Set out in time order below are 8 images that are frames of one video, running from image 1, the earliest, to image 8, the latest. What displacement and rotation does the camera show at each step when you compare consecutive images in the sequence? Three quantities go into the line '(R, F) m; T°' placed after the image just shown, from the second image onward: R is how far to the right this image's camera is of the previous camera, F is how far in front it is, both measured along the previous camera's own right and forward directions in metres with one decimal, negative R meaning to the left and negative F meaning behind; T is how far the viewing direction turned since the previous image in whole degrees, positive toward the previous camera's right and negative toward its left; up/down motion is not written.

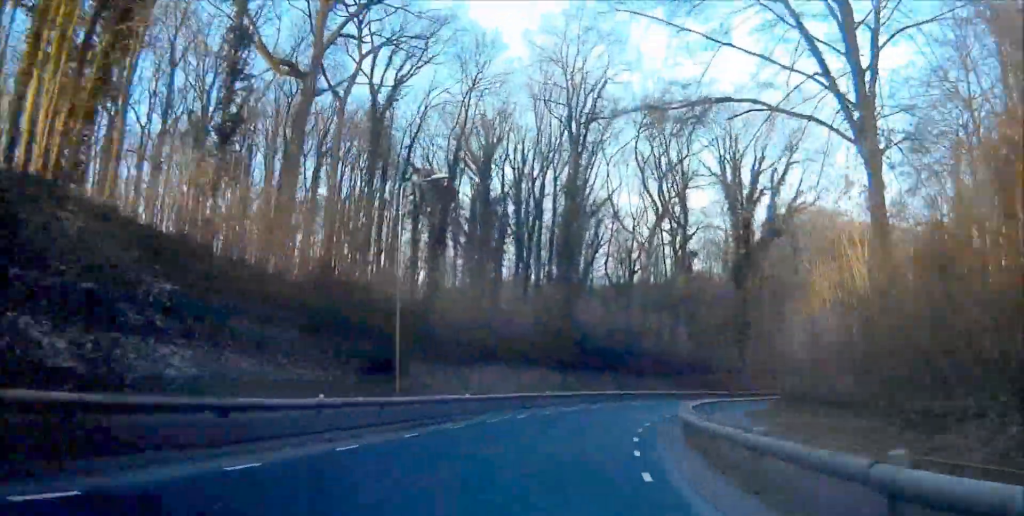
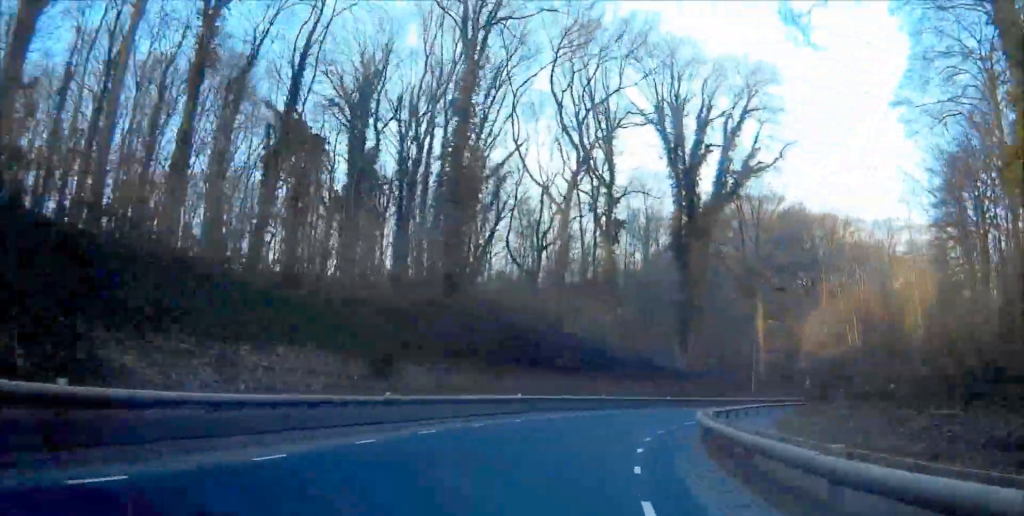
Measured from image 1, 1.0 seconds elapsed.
(+2.3, +17.4) m; +5°
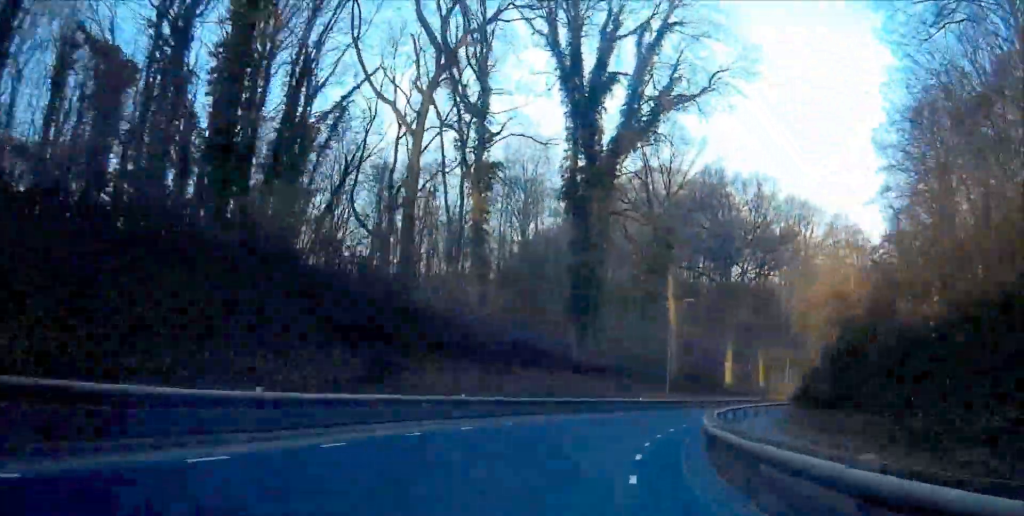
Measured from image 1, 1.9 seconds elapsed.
(+0.8, +16.4) m; +6°
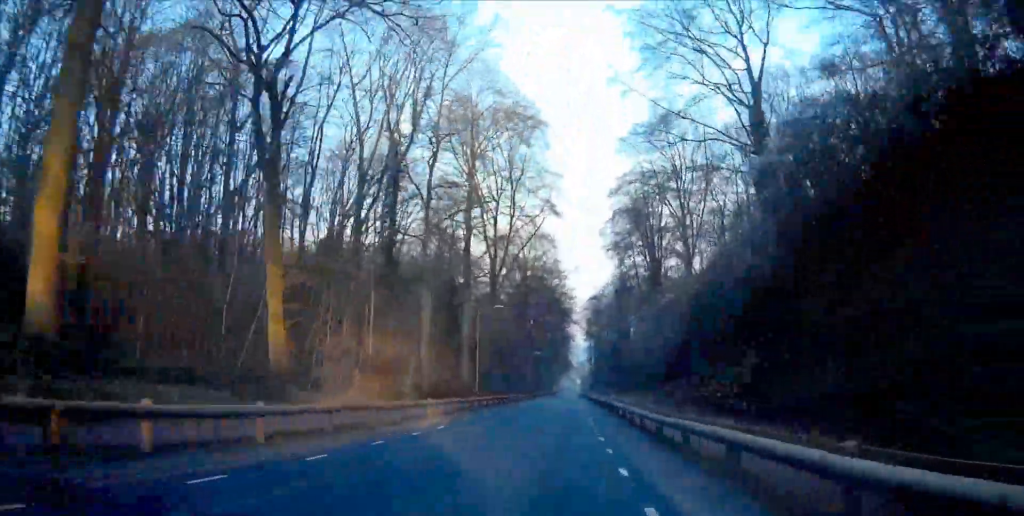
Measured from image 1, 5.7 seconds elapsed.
(+15.6, +64.5) m; +27°
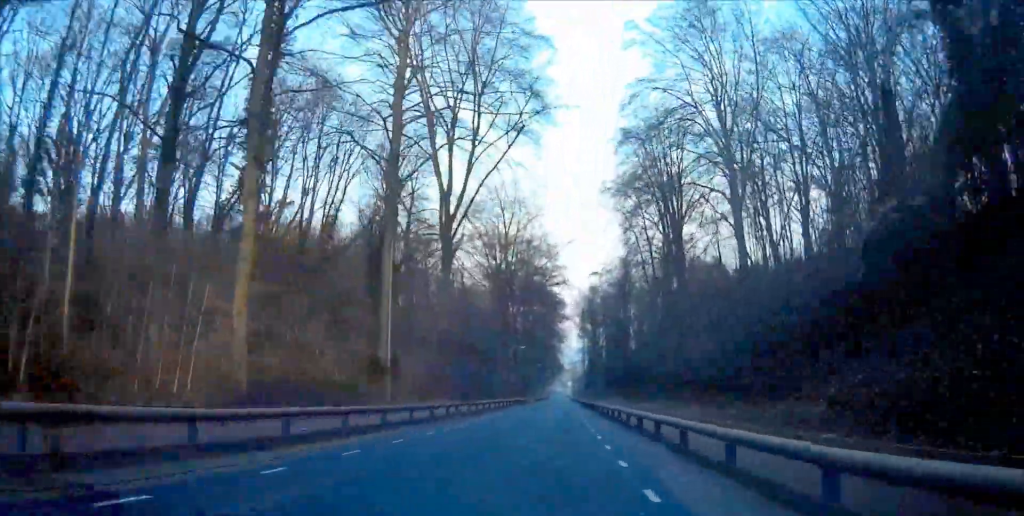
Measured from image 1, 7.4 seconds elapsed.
(+0.9, +31.3) m; +2°
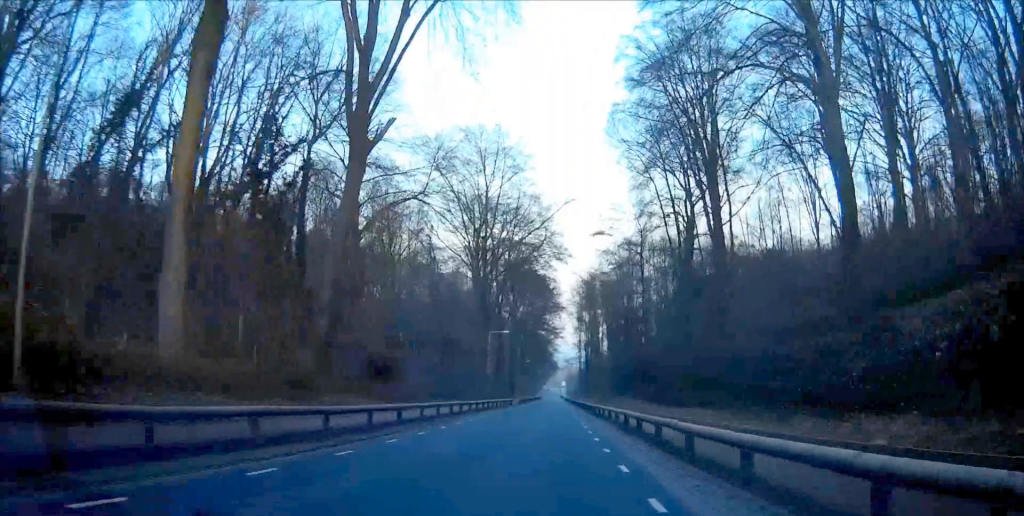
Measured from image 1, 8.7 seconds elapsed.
(+0.1, +25.7) m; 0°
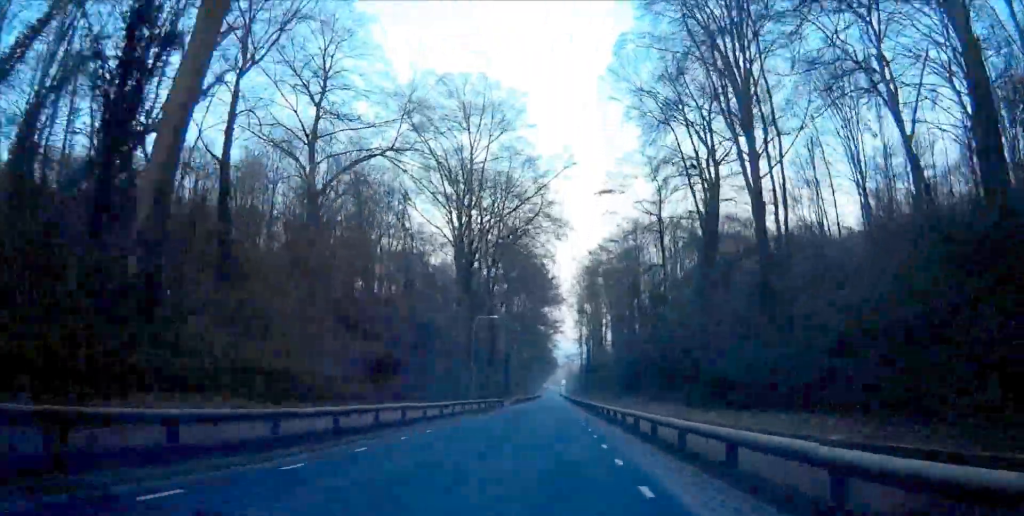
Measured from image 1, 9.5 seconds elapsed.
(+0.1, +15.5) m; 0°
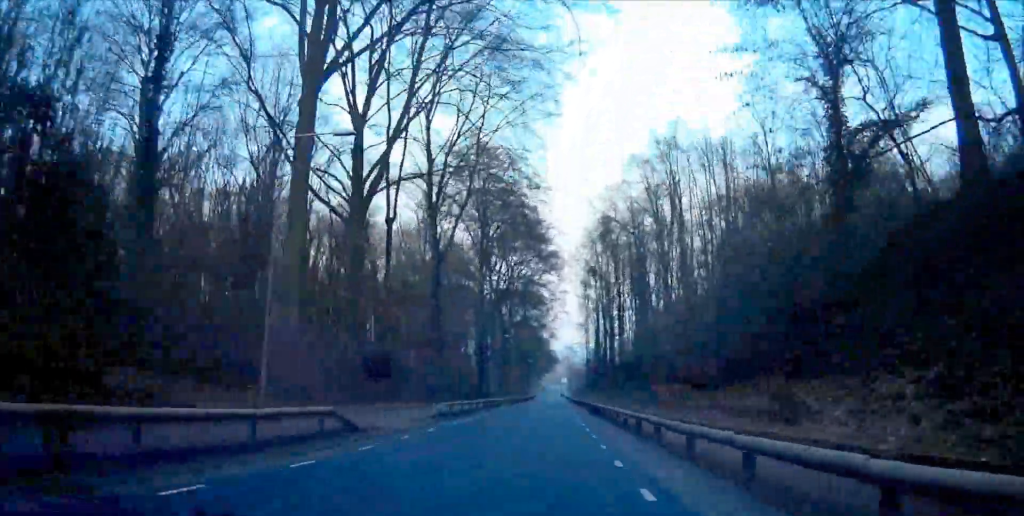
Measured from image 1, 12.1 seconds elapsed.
(0.0, +49.6) m; +1°
